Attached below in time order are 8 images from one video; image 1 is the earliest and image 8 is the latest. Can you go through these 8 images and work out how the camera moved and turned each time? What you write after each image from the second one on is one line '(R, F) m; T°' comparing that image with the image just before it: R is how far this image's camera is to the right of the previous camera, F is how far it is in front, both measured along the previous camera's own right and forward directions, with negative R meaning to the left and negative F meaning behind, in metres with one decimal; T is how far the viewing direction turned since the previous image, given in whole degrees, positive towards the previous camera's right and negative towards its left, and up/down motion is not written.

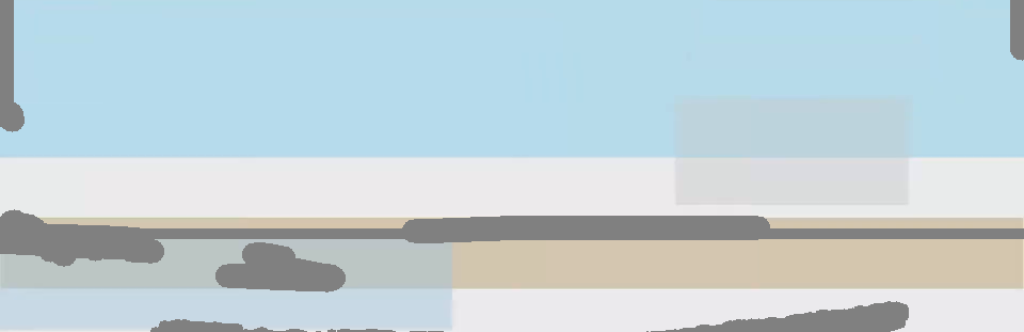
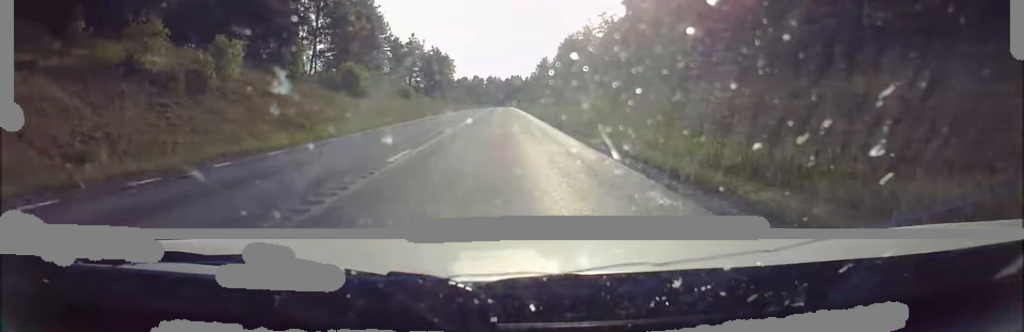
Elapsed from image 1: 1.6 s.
(0.0, +43.4) m; 0°
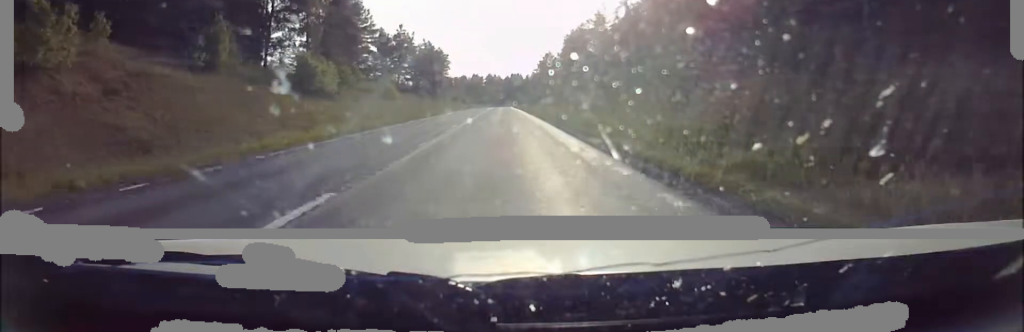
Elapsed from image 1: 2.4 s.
(-0.1, +19.8) m; 0°
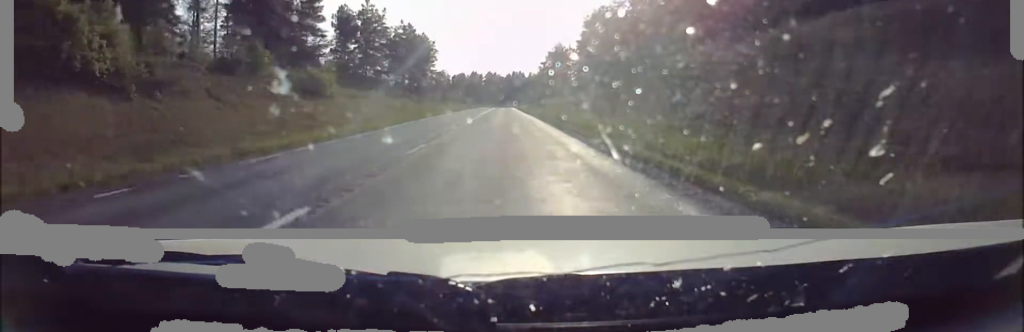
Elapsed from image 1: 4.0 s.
(+0.1, +39.3) m; +1°
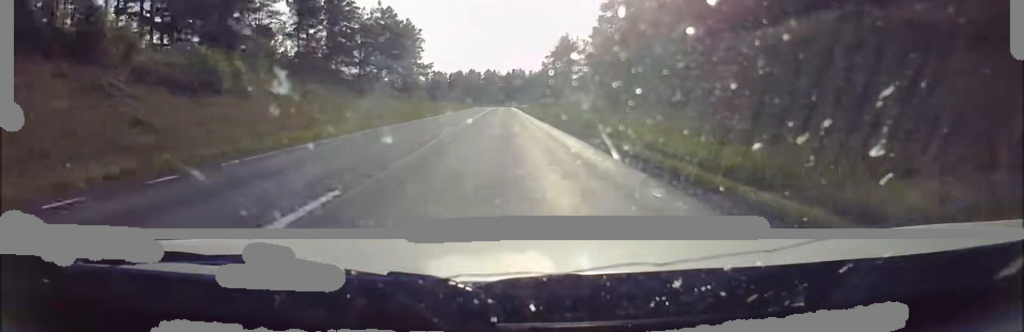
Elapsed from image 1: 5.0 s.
(+0.1, +23.0) m; 0°
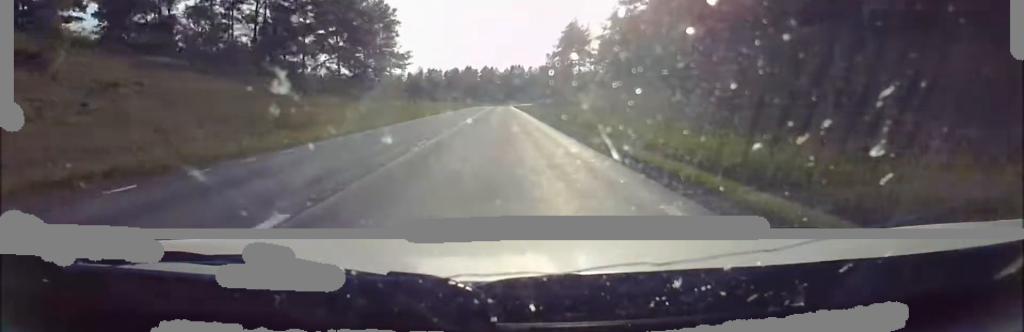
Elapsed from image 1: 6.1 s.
(0.0, +26.0) m; 0°
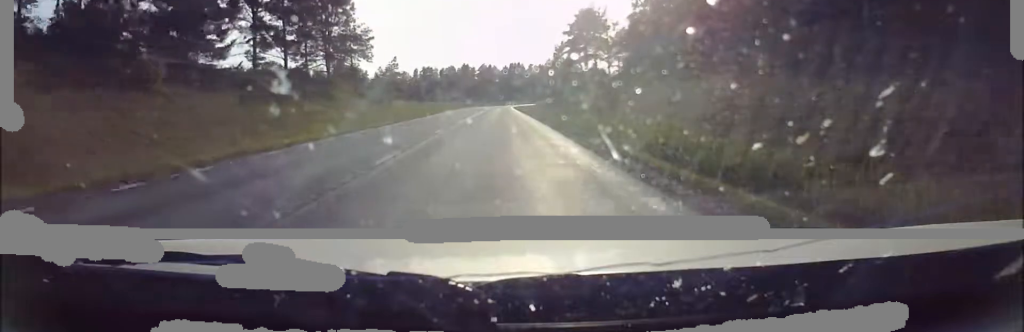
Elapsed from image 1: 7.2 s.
(0.0, +26.9) m; 0°
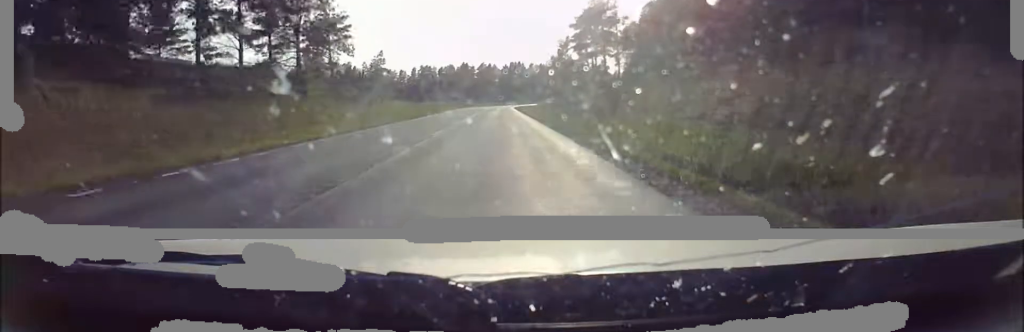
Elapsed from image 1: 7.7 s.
(0.0, +10.3) m; 0°
